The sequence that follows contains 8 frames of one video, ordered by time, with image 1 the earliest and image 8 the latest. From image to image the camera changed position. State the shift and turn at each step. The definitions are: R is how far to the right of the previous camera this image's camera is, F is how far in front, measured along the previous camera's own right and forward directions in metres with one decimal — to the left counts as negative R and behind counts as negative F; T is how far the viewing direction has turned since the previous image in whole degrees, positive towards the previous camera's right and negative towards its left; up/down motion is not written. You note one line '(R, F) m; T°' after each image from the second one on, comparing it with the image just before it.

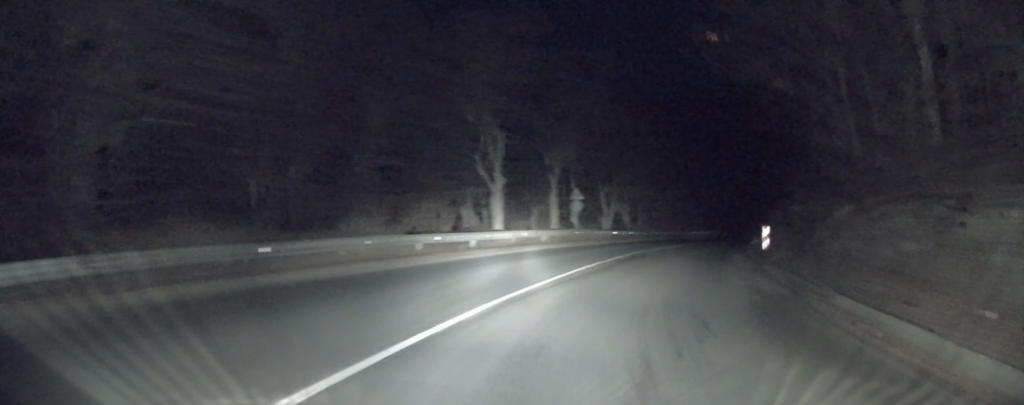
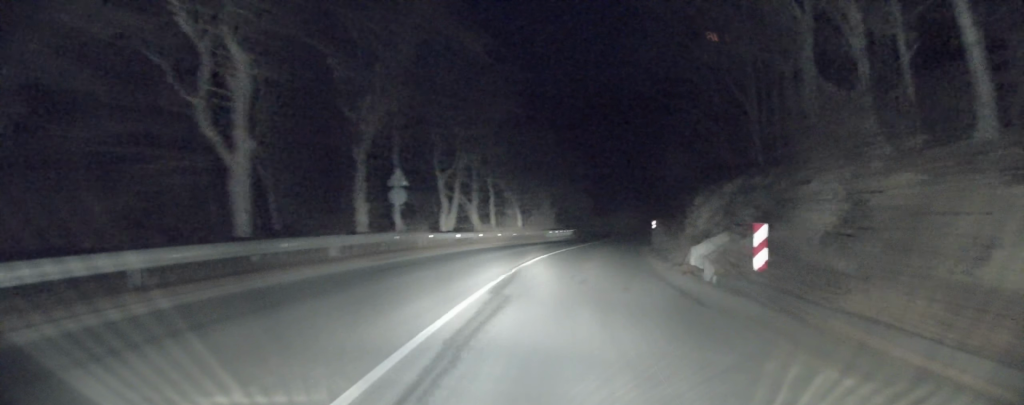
(+0.3, +9.3) m; +12°
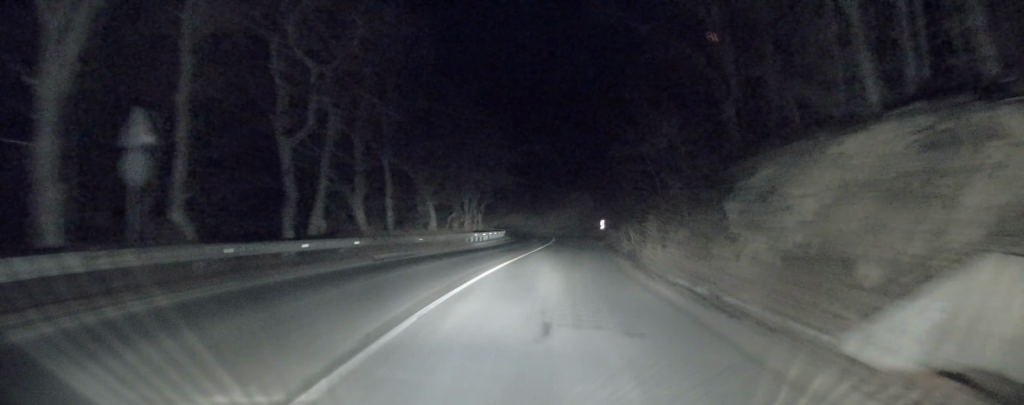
(+1.3, +6.9) m; +28°
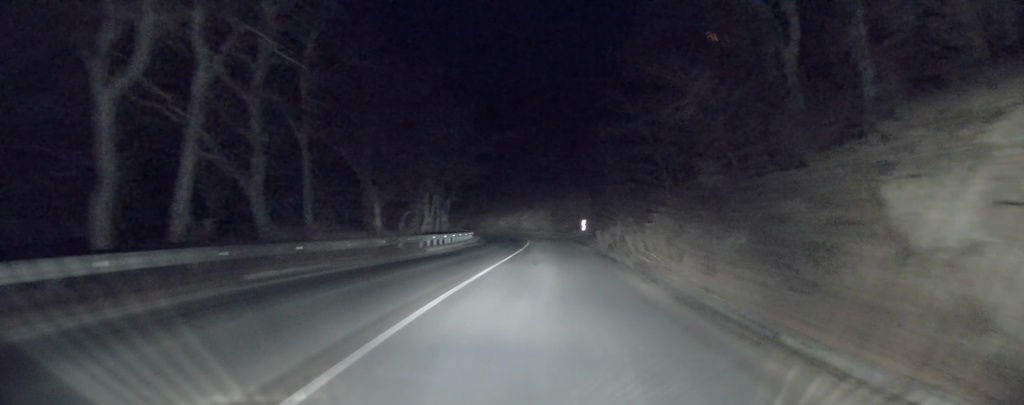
(+0.7, +3.7) m; +17°
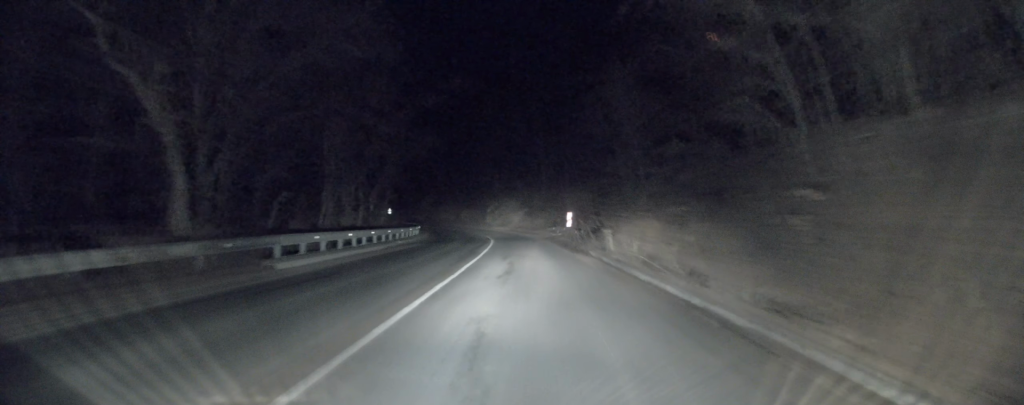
(+0.8, +7.0) m; +4°
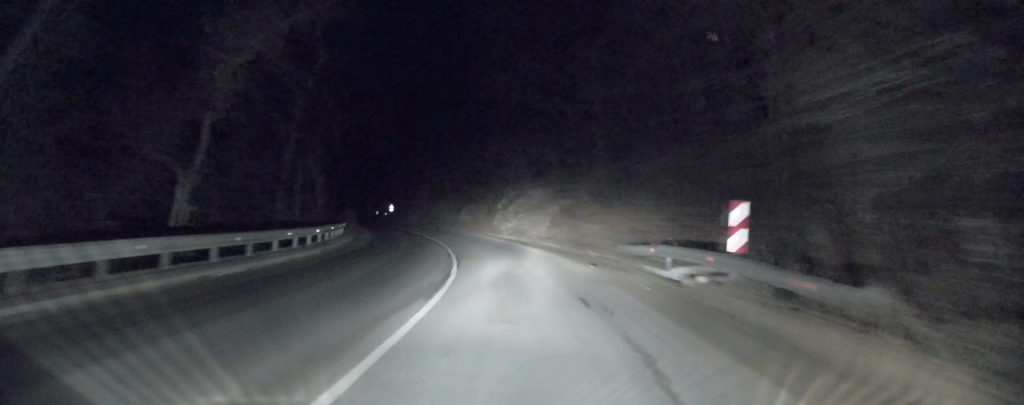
(+0.1, +17.5) m; +2°
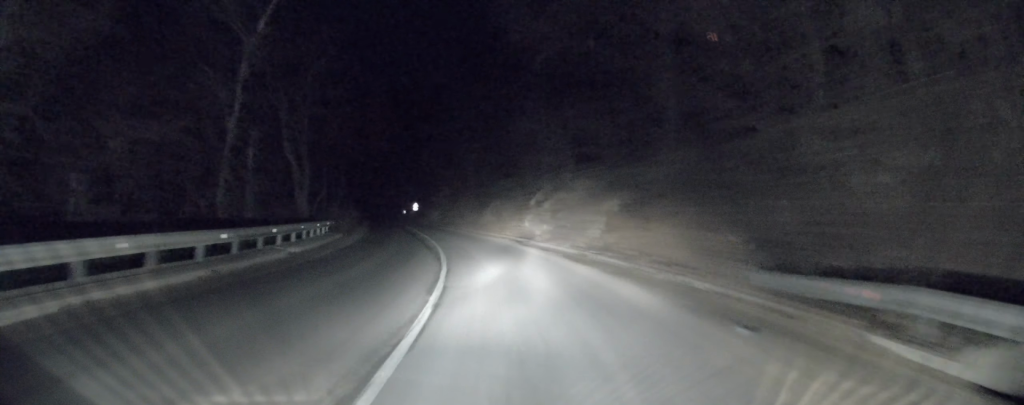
(0.0, +7.5) m; 0°
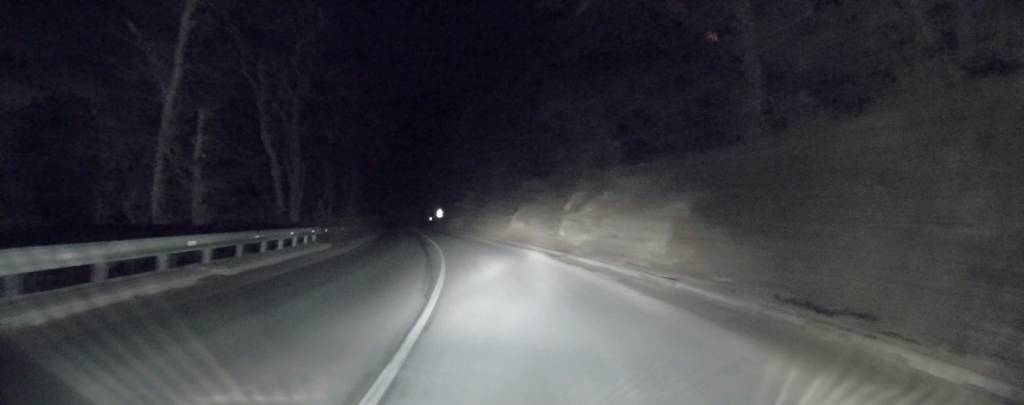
(0.0, +5.4) m; -1°
